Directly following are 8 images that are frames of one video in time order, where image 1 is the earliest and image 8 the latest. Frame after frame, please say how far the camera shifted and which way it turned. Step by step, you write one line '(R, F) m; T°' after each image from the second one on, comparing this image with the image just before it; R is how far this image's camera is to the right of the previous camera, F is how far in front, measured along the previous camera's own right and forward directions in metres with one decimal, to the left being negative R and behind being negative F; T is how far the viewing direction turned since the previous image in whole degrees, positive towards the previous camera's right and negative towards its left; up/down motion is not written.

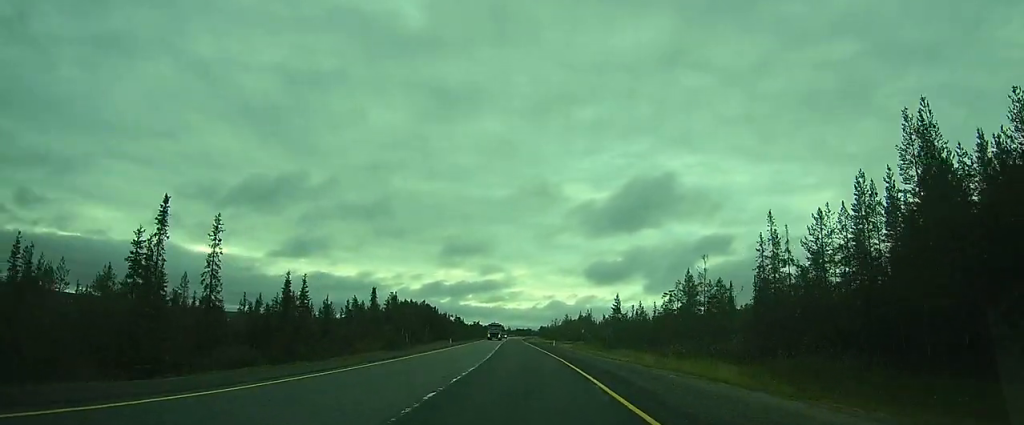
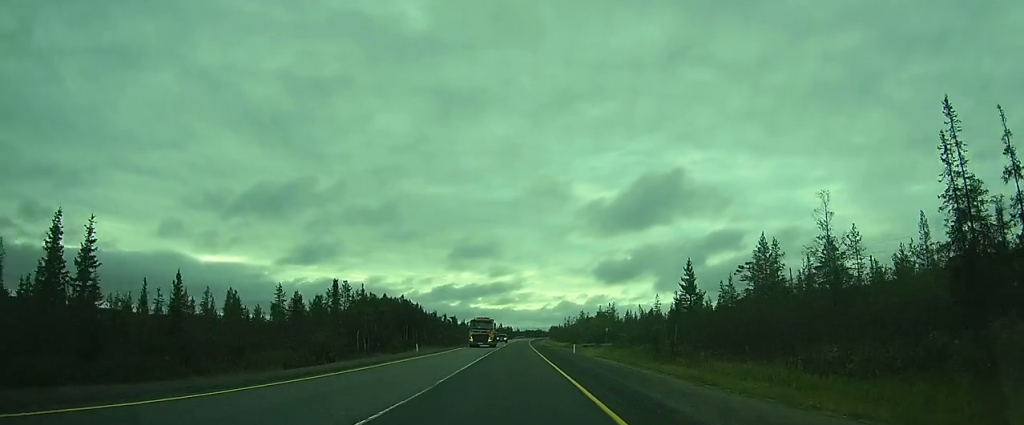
(-0.9, +25.8) m; -3°
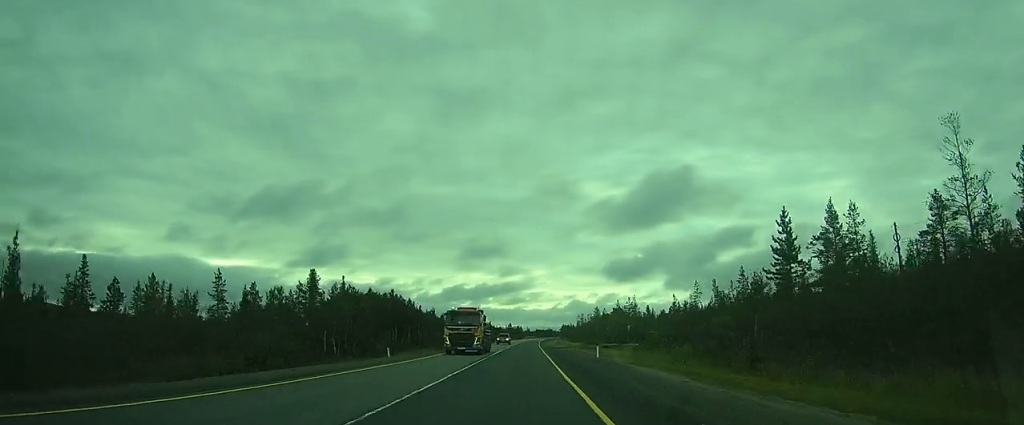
(-0.1, +12.5) m; -1°
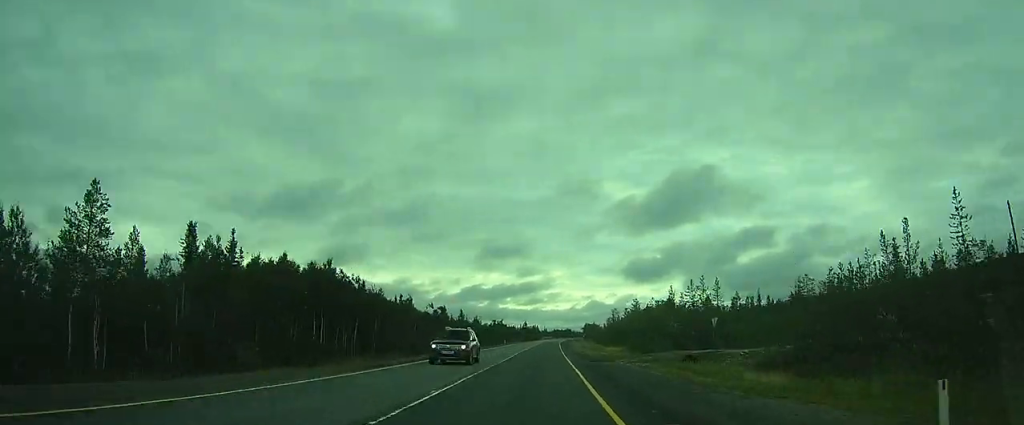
(0.0, +31.1) m; -1°
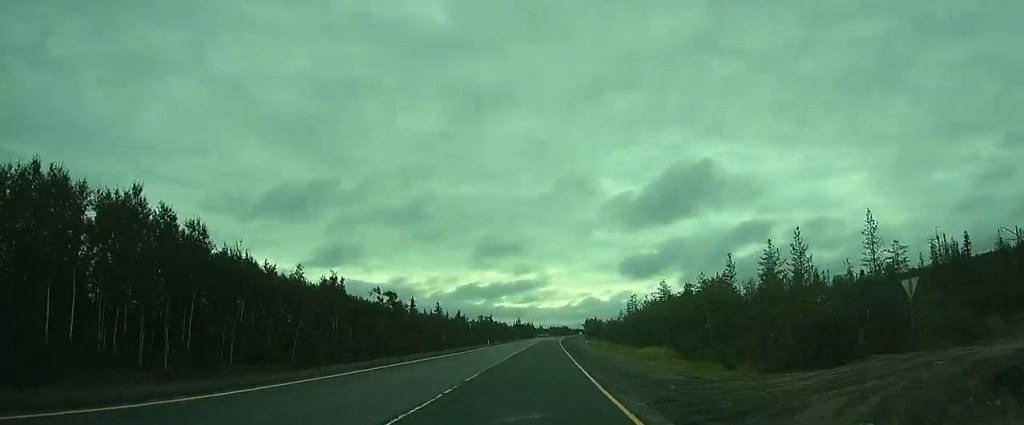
(-0.3, +25.5) m; -1°
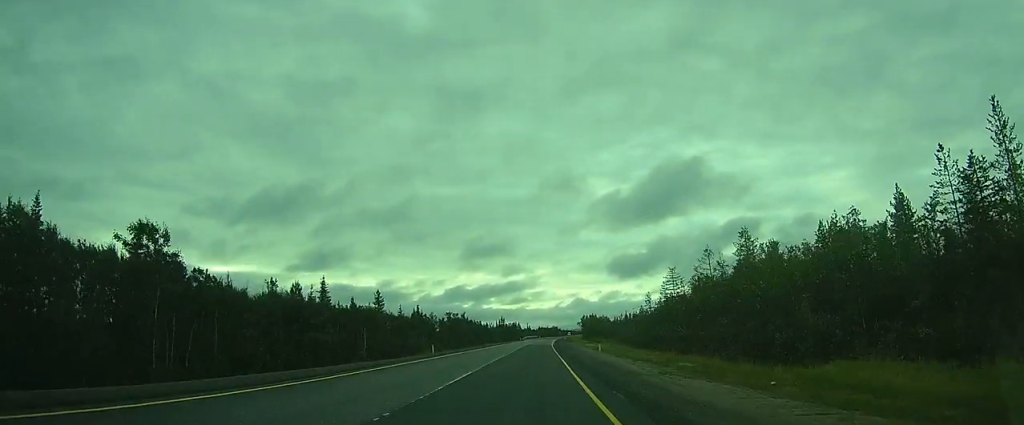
(-0.1, +33.8) m; 0°
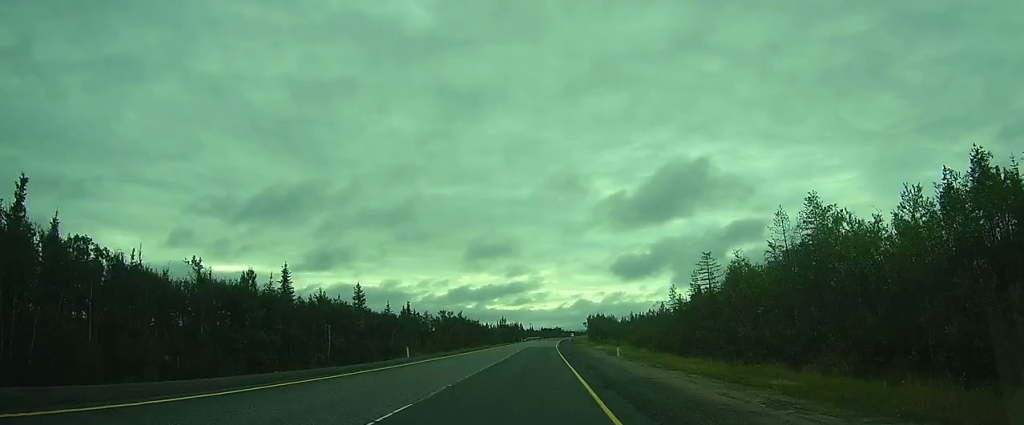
(-0.1, +10.0) m; 0°
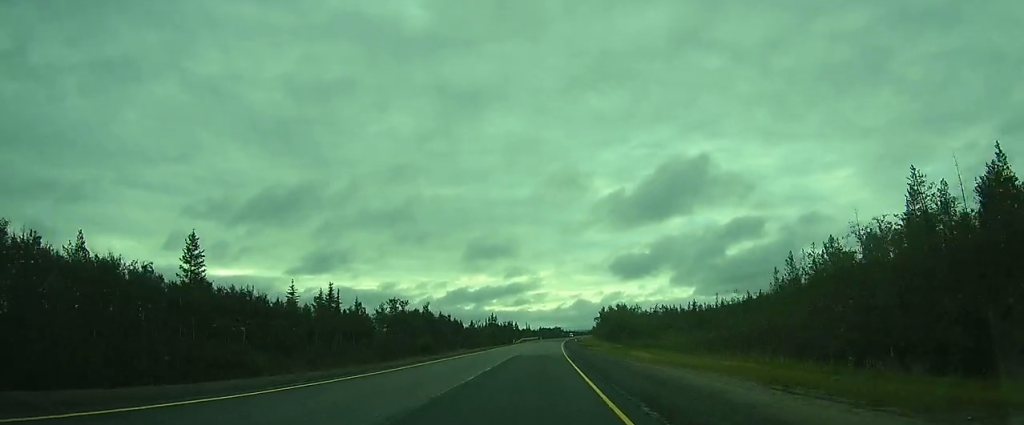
(-0.2, +34.5) m; -1°
